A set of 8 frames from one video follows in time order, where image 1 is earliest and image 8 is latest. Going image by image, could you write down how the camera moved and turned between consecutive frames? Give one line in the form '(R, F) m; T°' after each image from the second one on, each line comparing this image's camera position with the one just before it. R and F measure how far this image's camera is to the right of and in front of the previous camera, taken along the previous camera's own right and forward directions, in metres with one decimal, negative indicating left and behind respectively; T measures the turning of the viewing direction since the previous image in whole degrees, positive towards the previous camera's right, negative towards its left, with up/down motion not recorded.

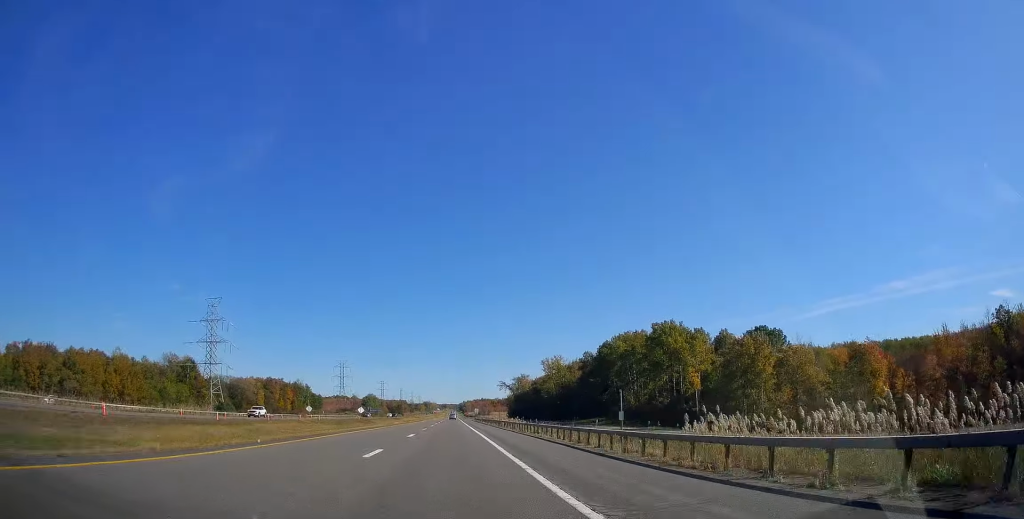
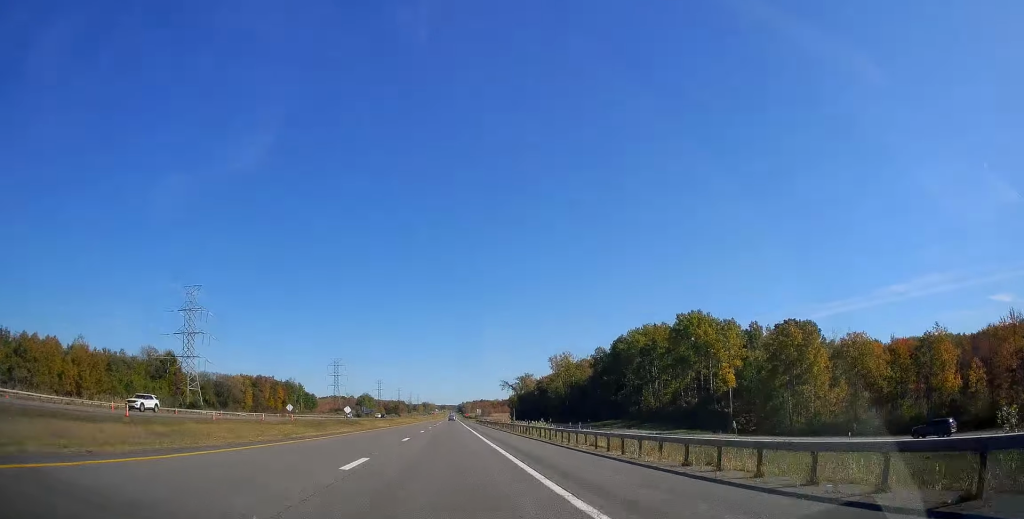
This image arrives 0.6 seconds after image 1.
(+0.1, +17.6) m; 0°
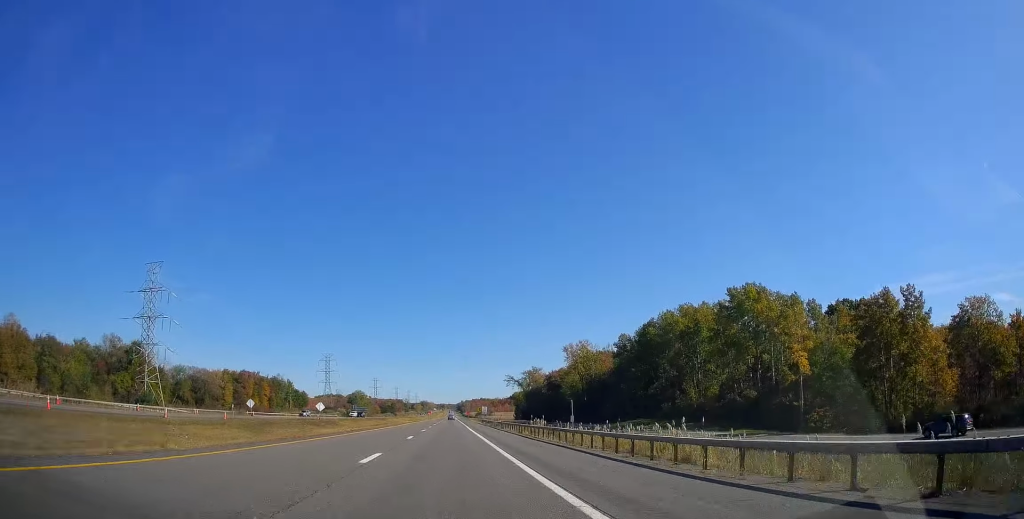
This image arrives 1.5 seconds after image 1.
(+0.2, +26.5) m; 0°
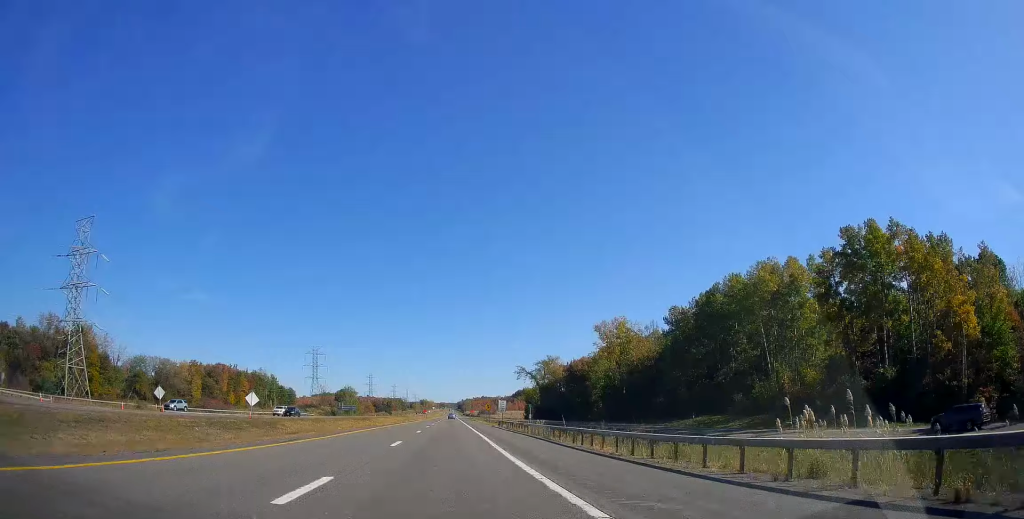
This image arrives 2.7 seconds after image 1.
(-0.5, +36.4) m; -1°
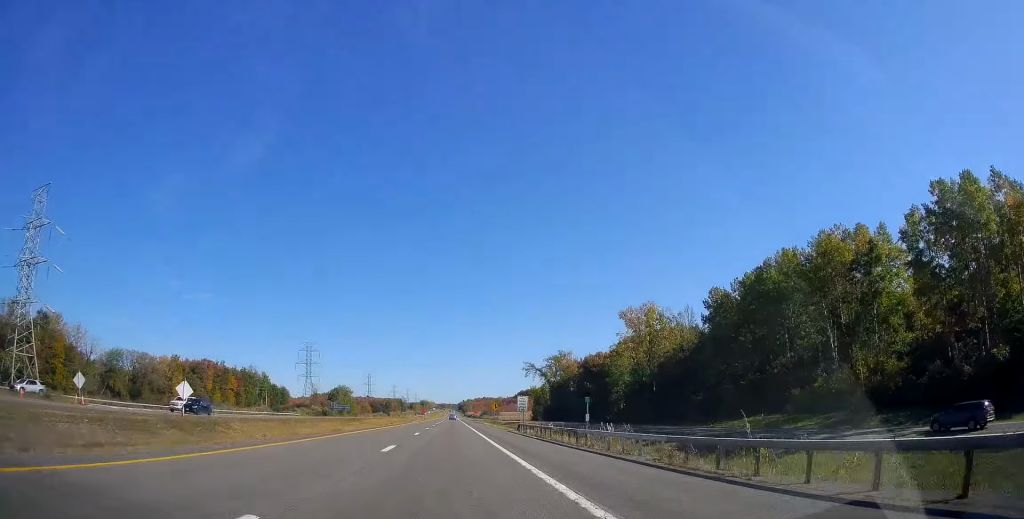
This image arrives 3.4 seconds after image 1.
(0.0, +18.8) m; 0°
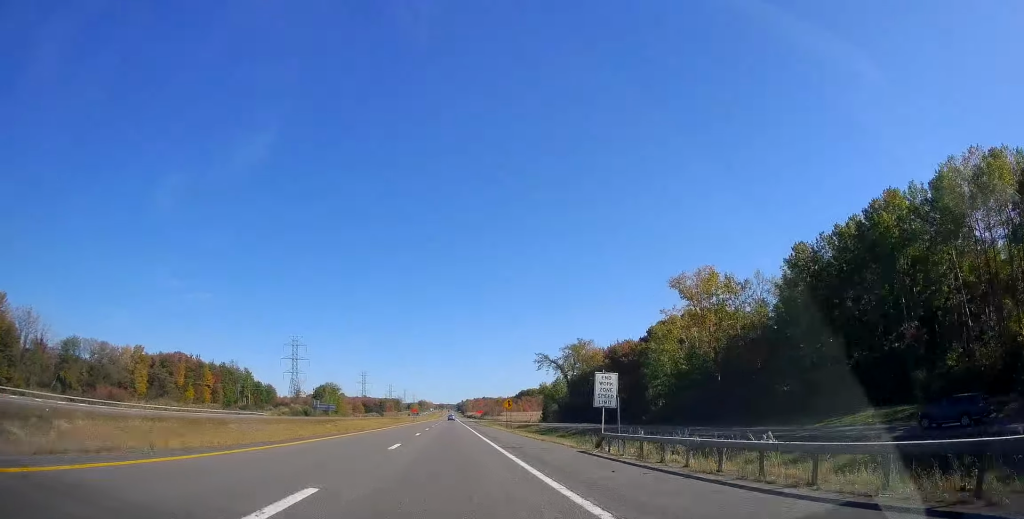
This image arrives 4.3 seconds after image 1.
(0.0, +27.6) m; 0°
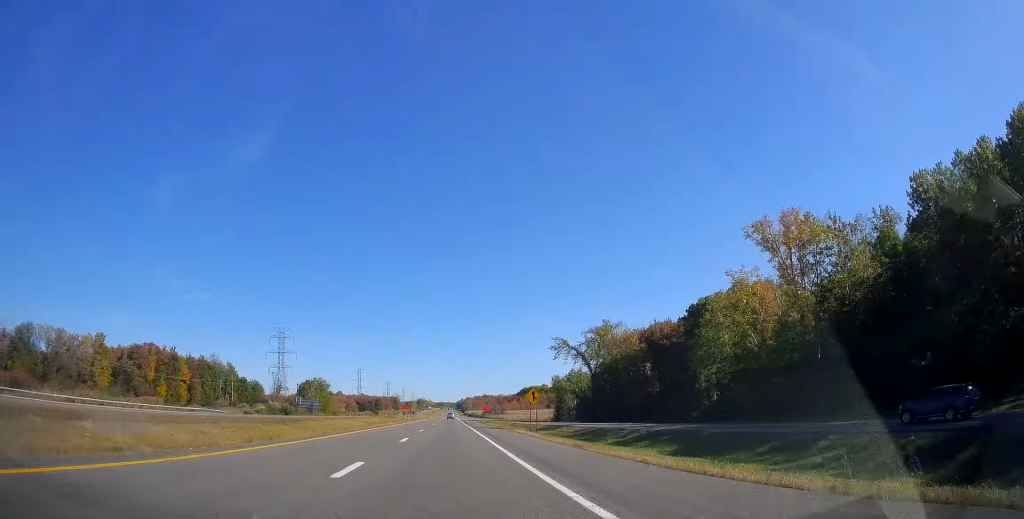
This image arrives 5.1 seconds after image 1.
(-0.1, +24.7) m; 0°
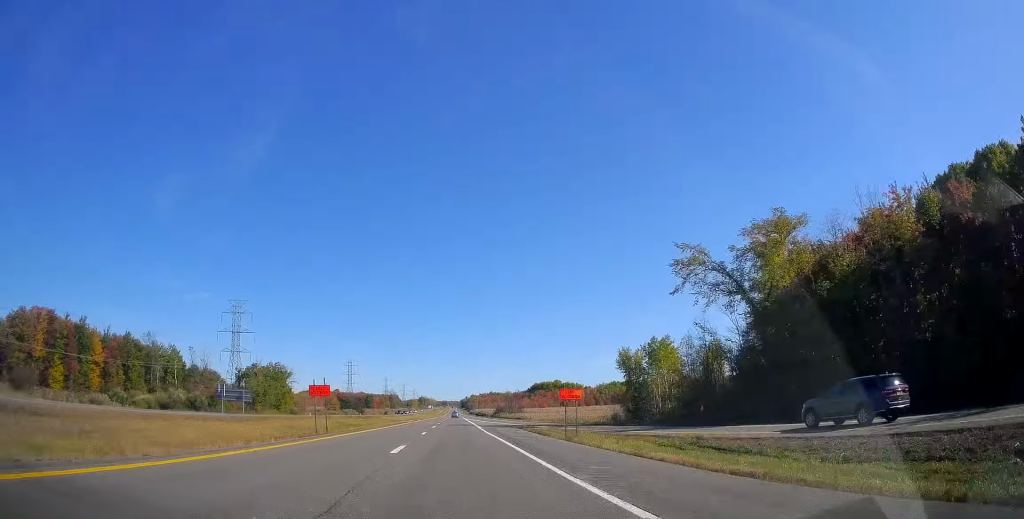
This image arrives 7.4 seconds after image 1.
(+0.2, +66.9) m; 0°
